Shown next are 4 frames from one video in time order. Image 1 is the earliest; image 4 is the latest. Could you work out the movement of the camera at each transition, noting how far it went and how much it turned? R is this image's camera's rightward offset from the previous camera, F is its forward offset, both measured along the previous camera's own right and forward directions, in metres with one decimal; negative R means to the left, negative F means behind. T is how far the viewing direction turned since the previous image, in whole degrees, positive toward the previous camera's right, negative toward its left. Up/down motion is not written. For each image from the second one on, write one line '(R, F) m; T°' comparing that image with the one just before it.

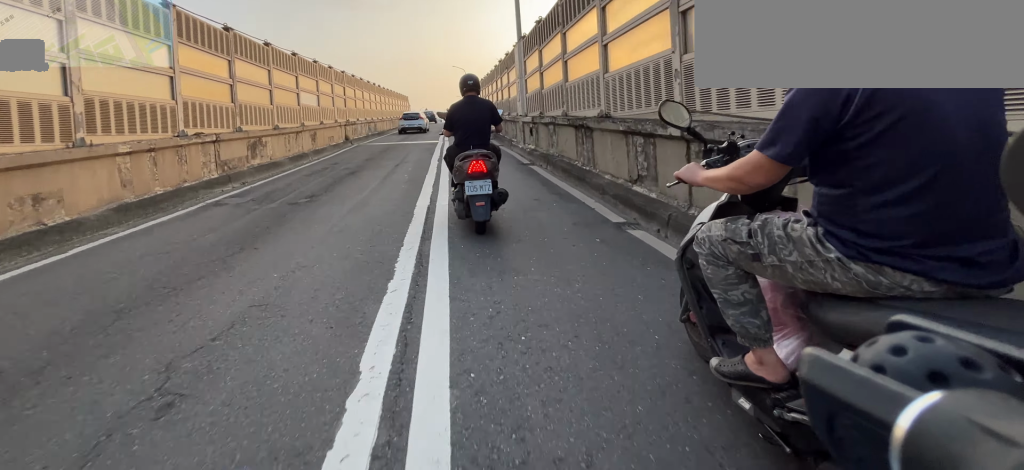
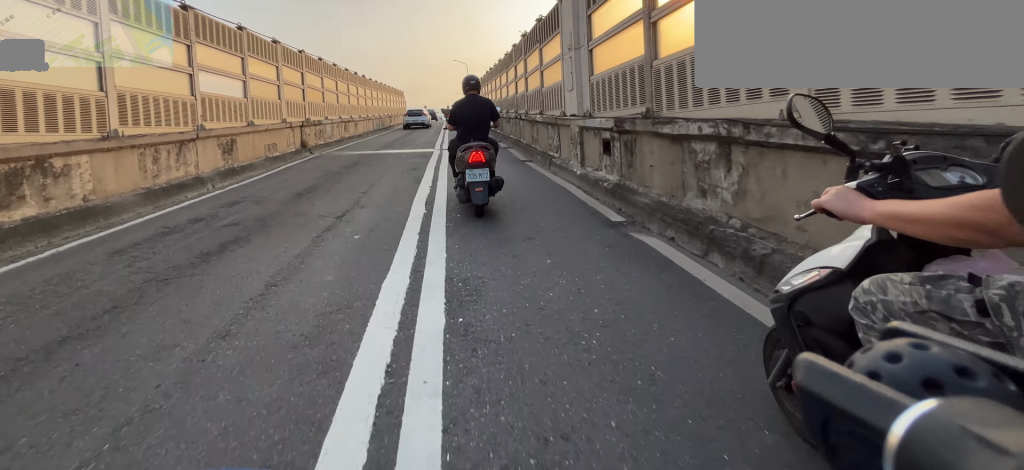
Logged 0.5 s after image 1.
(0.0, +5.3) m; 0°
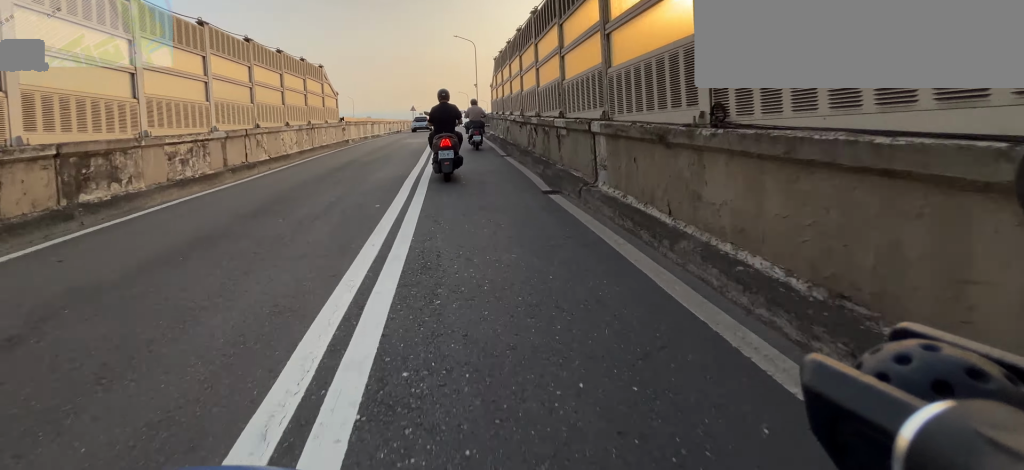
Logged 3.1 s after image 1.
(-0.3, +24.4) m; 0°
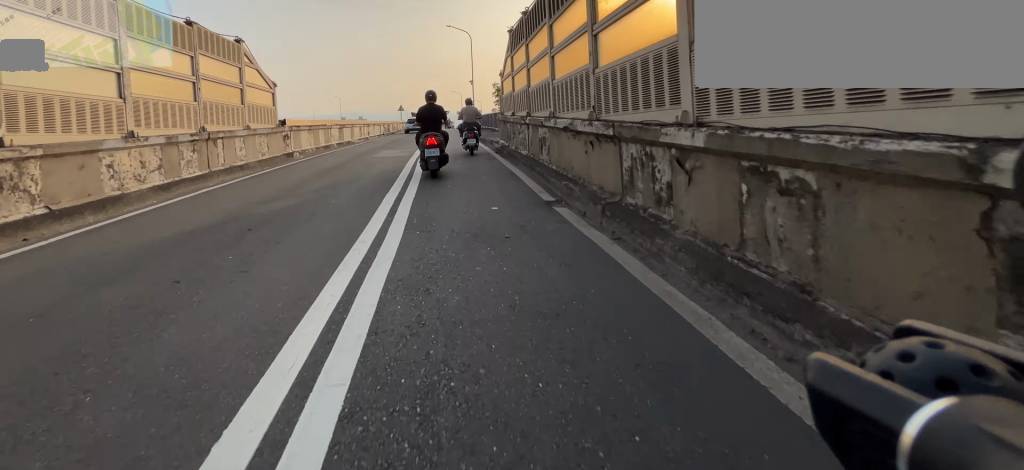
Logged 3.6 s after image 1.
(0.0, +5.2) m; 0°
